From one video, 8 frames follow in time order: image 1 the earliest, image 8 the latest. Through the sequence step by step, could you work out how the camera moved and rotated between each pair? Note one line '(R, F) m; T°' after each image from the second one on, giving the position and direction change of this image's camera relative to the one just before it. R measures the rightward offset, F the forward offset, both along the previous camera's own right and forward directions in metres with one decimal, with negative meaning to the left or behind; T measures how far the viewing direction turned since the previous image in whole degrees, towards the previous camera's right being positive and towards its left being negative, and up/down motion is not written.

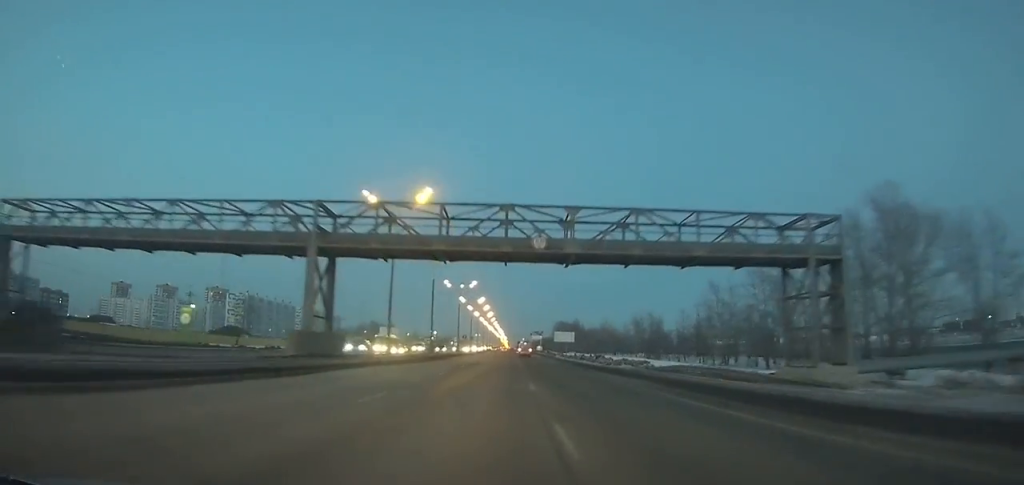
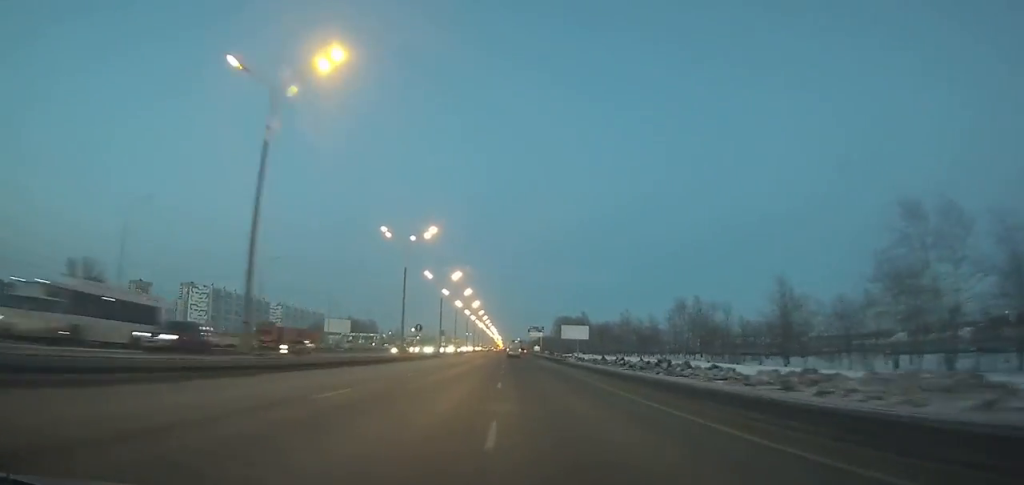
(+0.1, +46.5) m; 0°
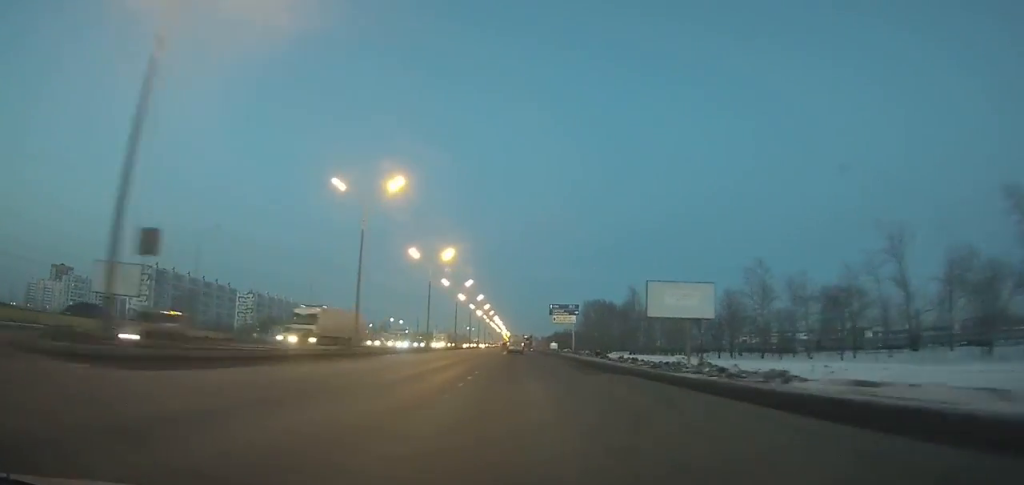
(-0.2, +77.8) m; -1°
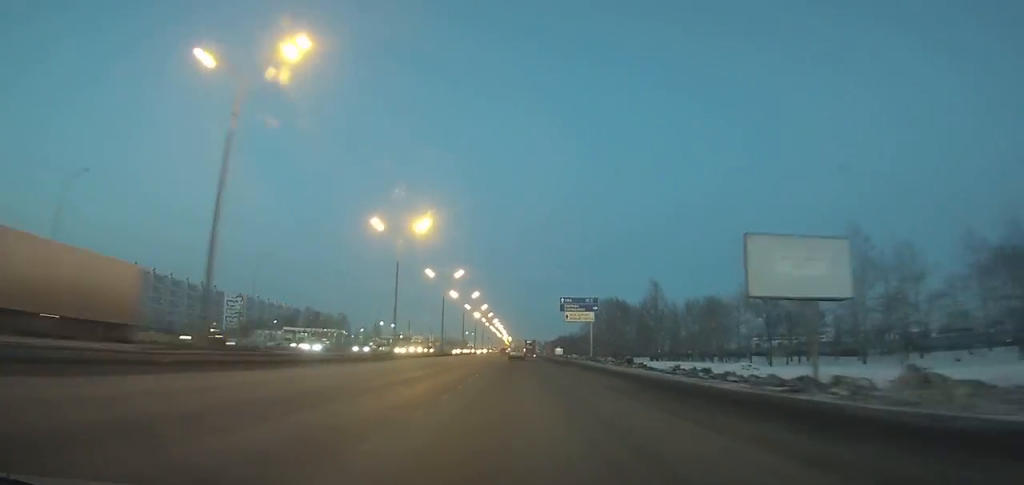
(-0.1, +21.3) m; 0°
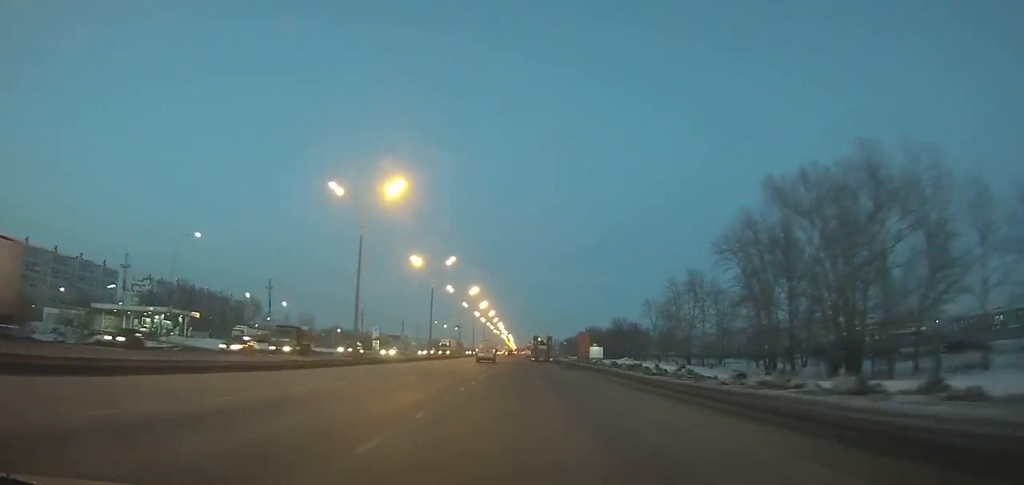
(-0.5, +119.8) m; 0°
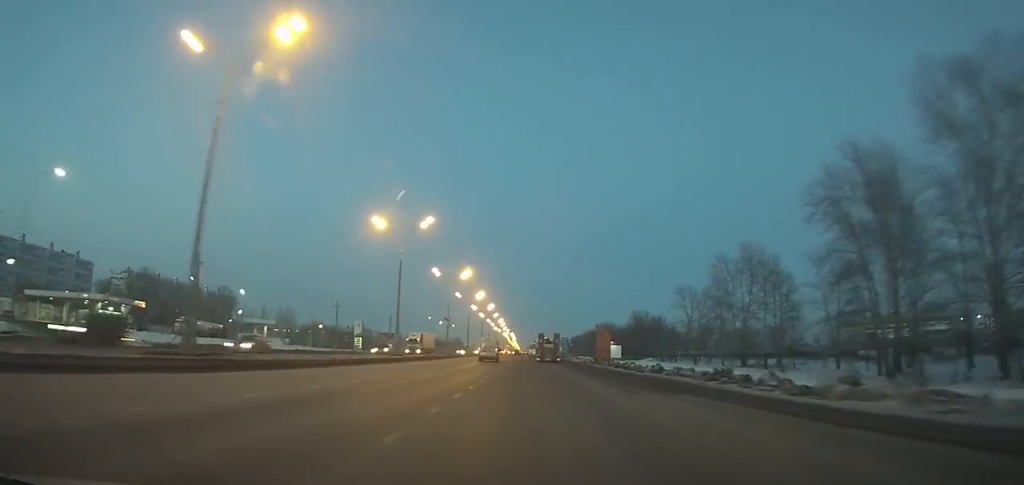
(0.0, +22.6) m; 0°
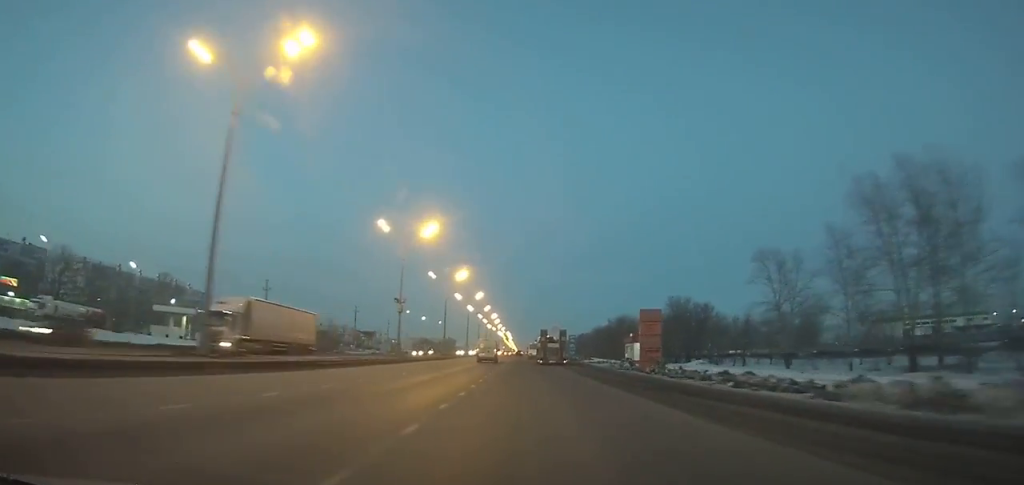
(0.0, +33.1) m; 0°
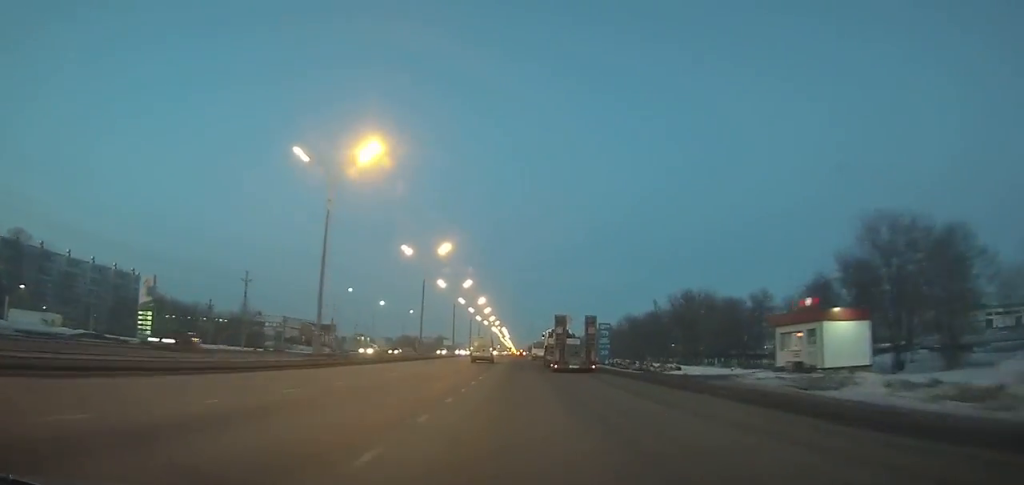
(-0.1, +56.0) m; 0°
